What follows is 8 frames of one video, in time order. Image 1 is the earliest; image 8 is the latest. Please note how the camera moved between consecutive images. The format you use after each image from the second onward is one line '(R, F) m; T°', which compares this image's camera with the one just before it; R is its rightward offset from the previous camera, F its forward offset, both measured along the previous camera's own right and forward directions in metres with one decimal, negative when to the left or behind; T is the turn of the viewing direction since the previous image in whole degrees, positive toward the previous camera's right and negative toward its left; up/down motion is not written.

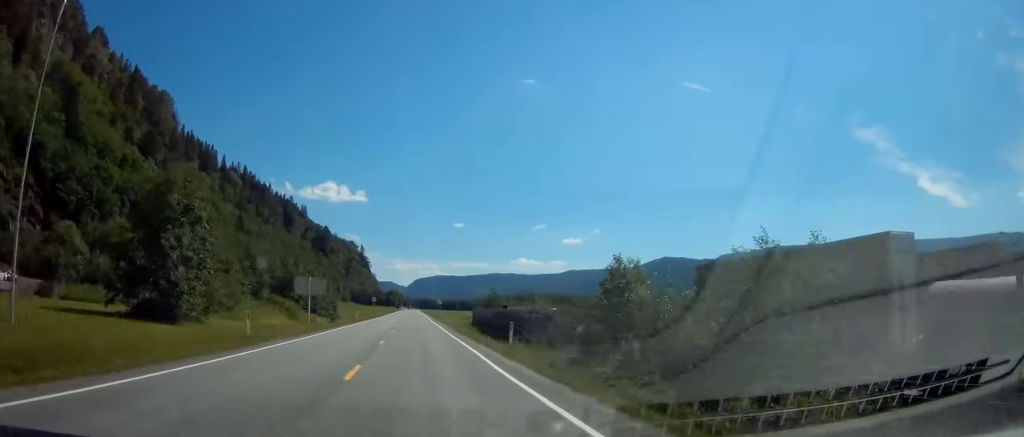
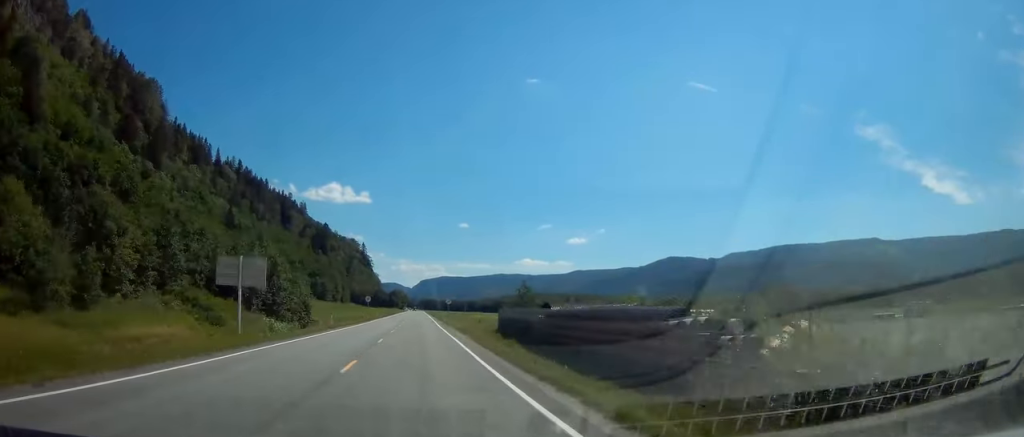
(0.0, +22.1) m; +1°
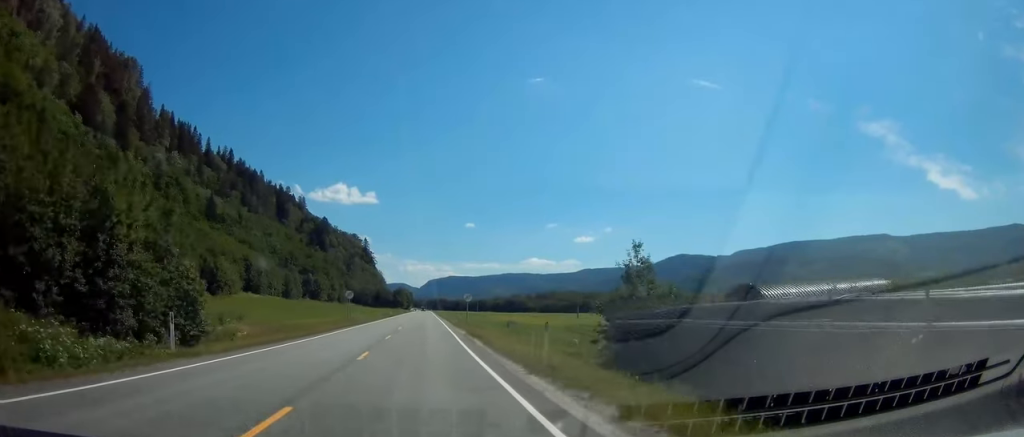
(+0.4, +32.0) m; 0°
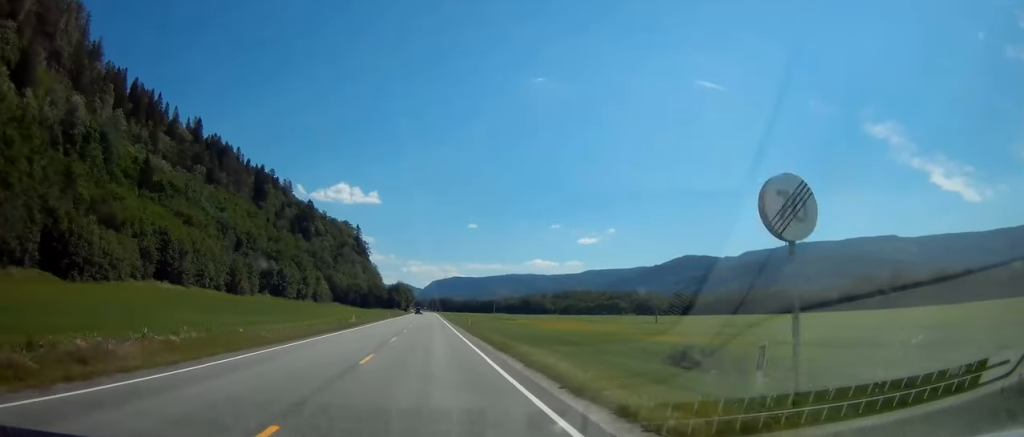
(-1.6, +63.2) m; -2°
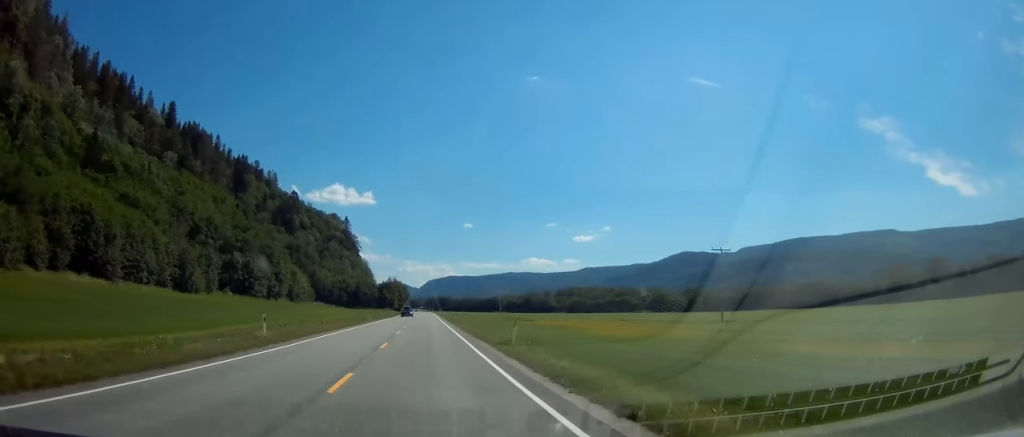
(0.0, +30.4) m; 0°
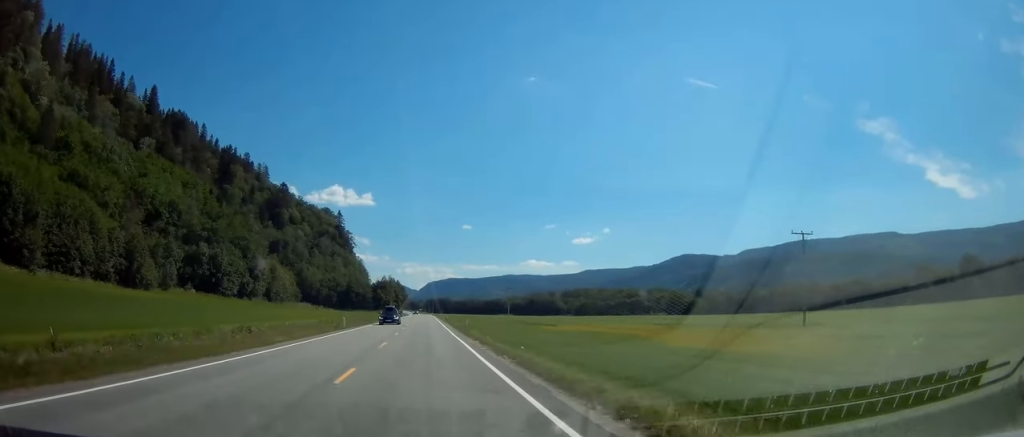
(0.0, +23.1) m; 0°
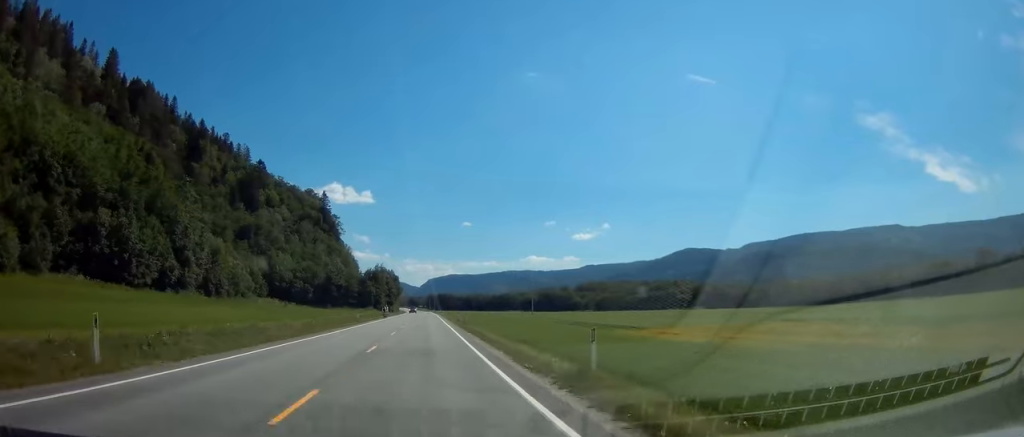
(-0.2, +39.3) m; -1°
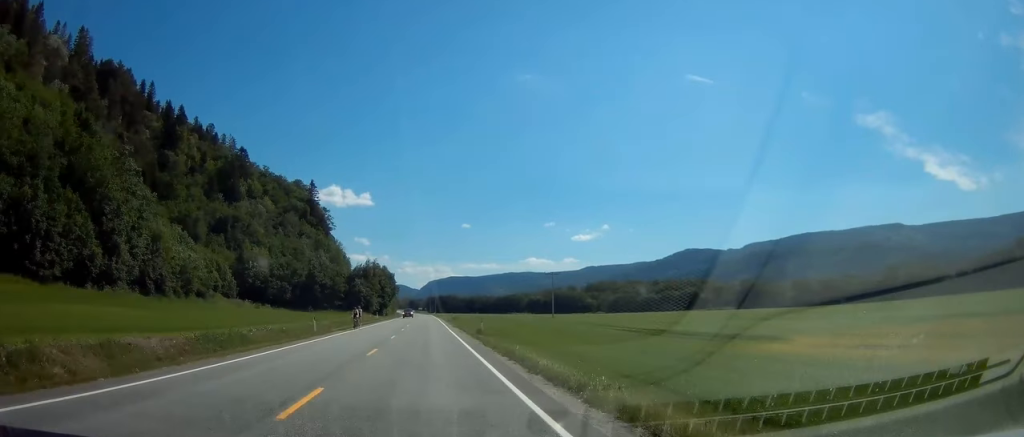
(-0.1, +23.4) m; 0°
